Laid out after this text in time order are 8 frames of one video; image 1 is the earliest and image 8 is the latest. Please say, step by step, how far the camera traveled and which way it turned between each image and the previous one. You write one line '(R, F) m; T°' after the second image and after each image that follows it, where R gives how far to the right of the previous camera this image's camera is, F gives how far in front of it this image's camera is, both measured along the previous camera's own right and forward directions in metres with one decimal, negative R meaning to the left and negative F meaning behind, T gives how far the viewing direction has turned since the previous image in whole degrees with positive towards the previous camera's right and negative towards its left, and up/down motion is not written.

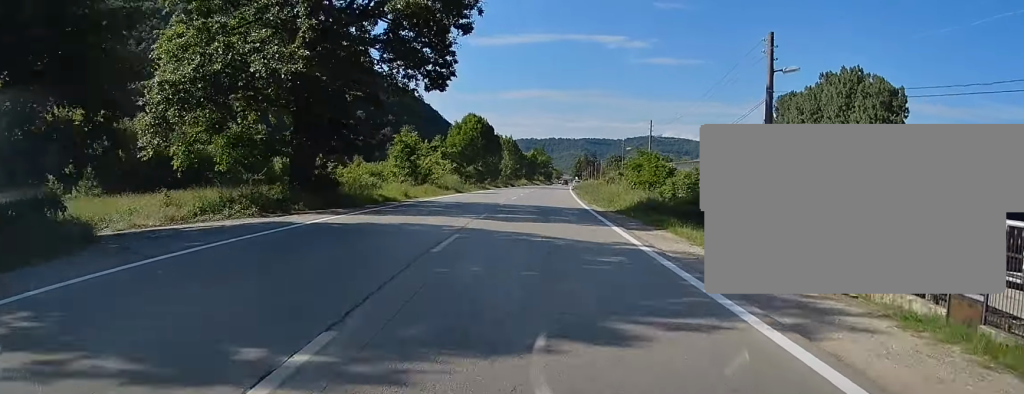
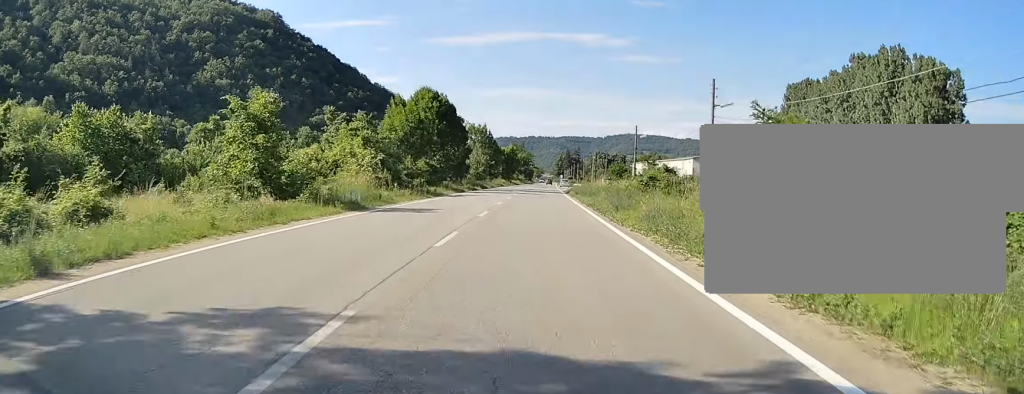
(+0.3, +25.7) m; +1°
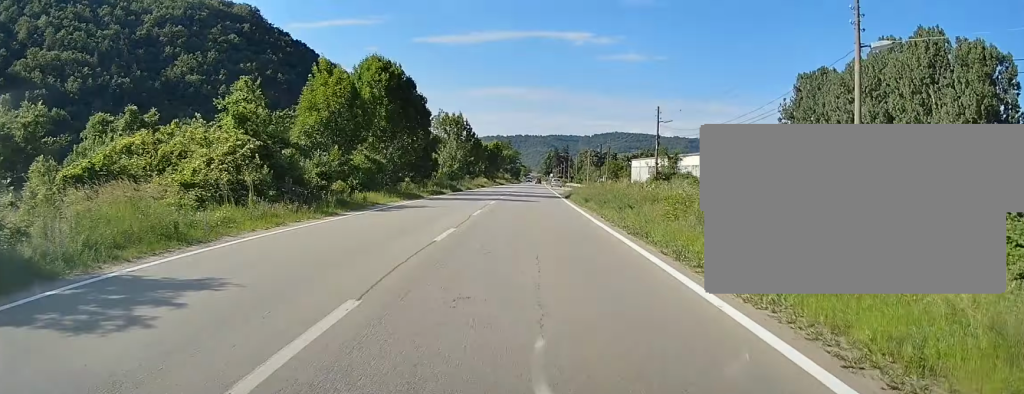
(0.0, +17.4) m; +1°
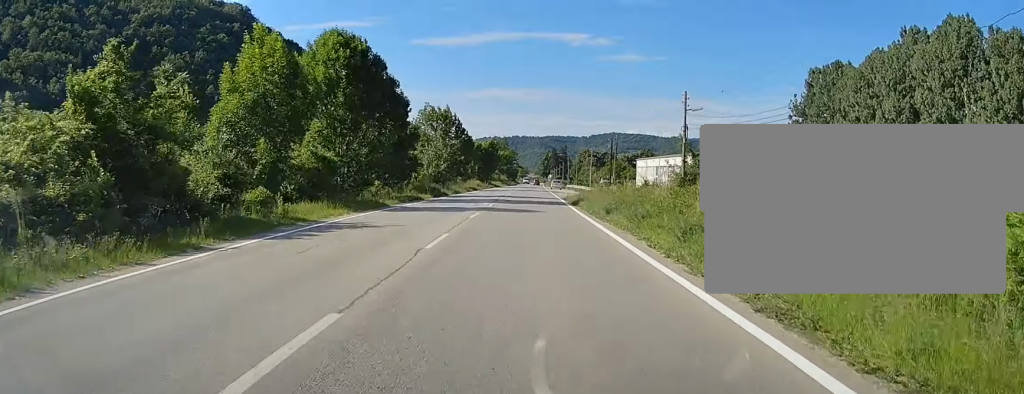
(0.0, +9.7) m; 0°
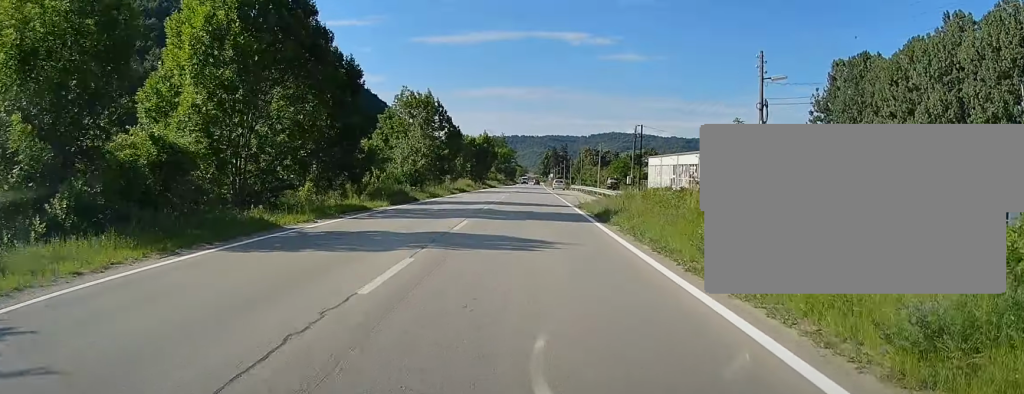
(+0.2, +13.8) m; 0°
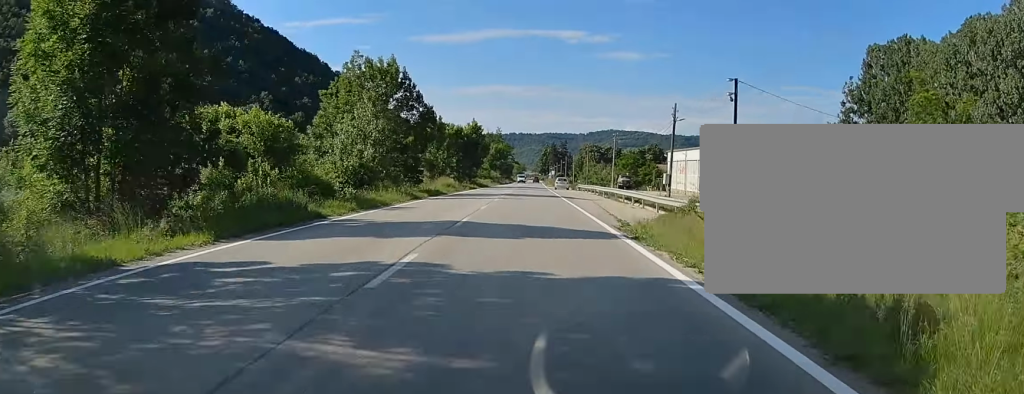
(-0.1, +17.8) m; 0°
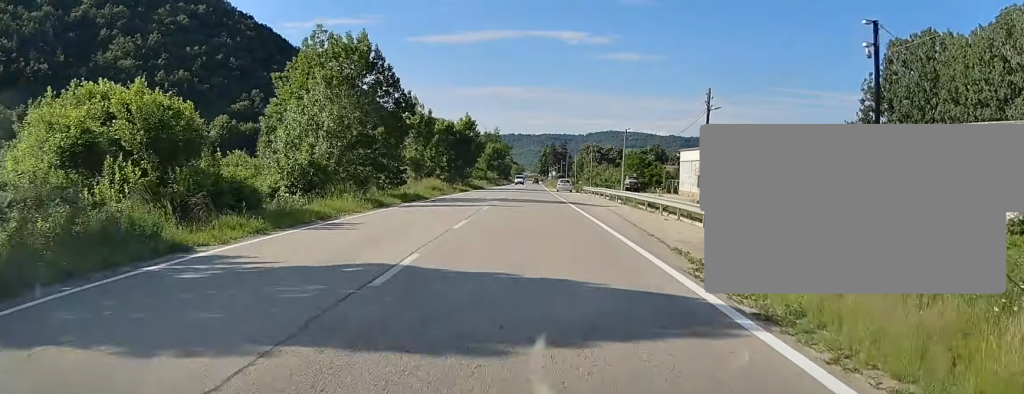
(0.0, +8.9) m; 0°
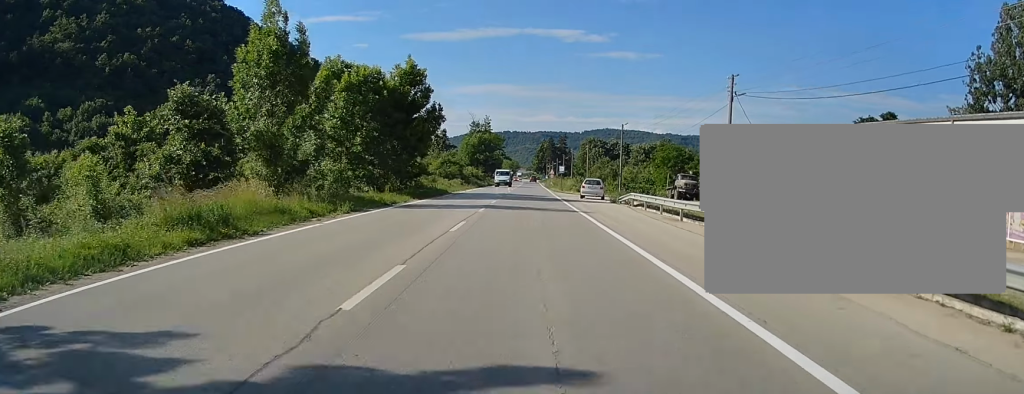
(+0.3, +37.3) m; +1°
